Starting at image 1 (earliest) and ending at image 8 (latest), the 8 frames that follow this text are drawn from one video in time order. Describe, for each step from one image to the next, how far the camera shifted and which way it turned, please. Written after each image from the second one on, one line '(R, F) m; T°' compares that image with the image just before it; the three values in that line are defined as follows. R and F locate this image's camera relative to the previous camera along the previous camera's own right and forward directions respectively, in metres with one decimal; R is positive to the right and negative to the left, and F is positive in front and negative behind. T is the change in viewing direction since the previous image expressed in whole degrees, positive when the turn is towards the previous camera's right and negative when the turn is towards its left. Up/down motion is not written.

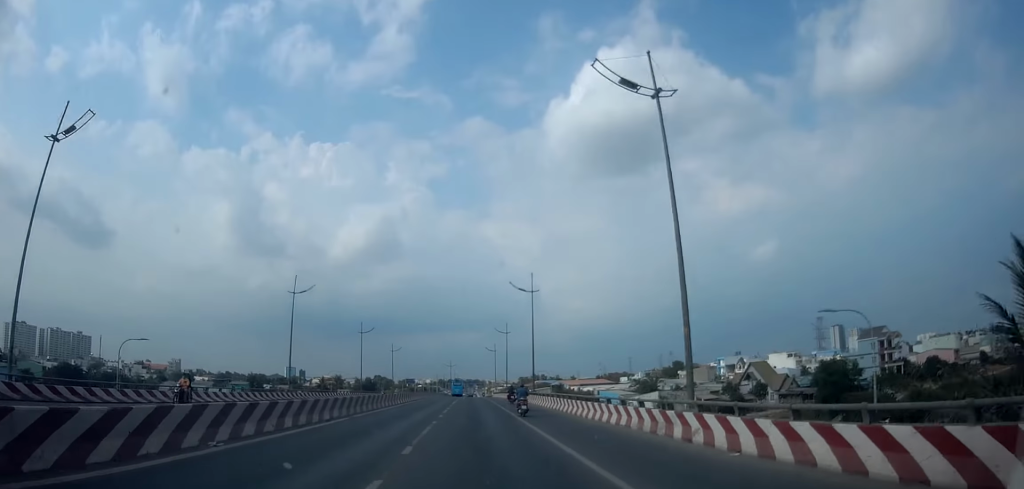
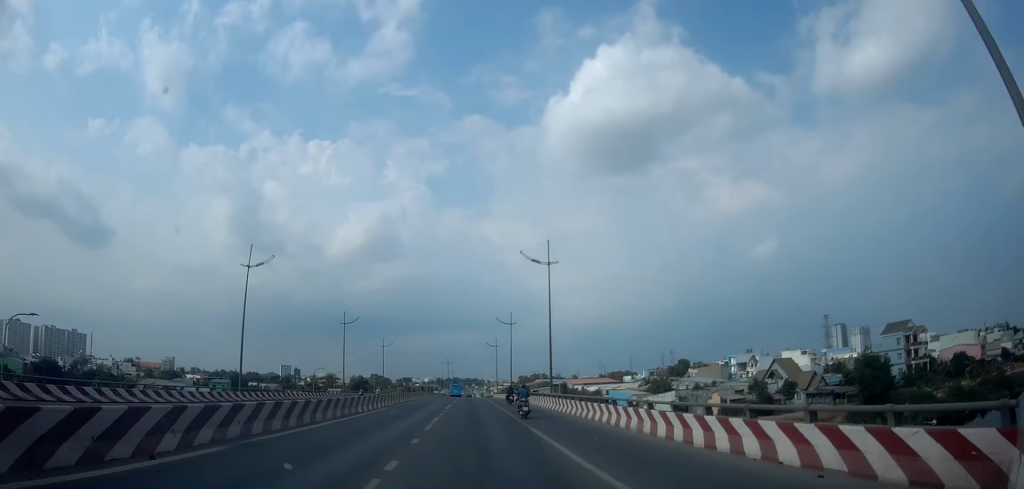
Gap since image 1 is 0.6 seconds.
(0.0, +10.9) m; 0°
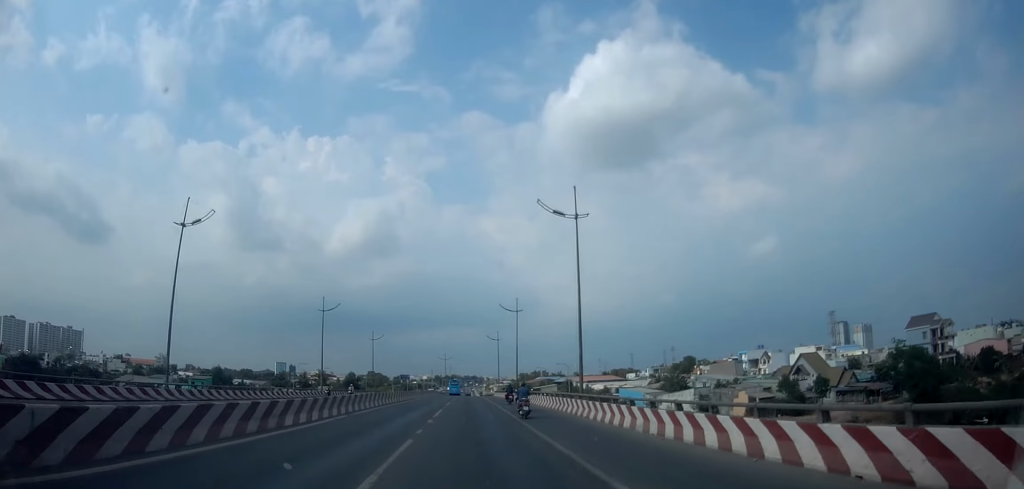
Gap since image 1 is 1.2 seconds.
(0.0, +9.7) m; +1°
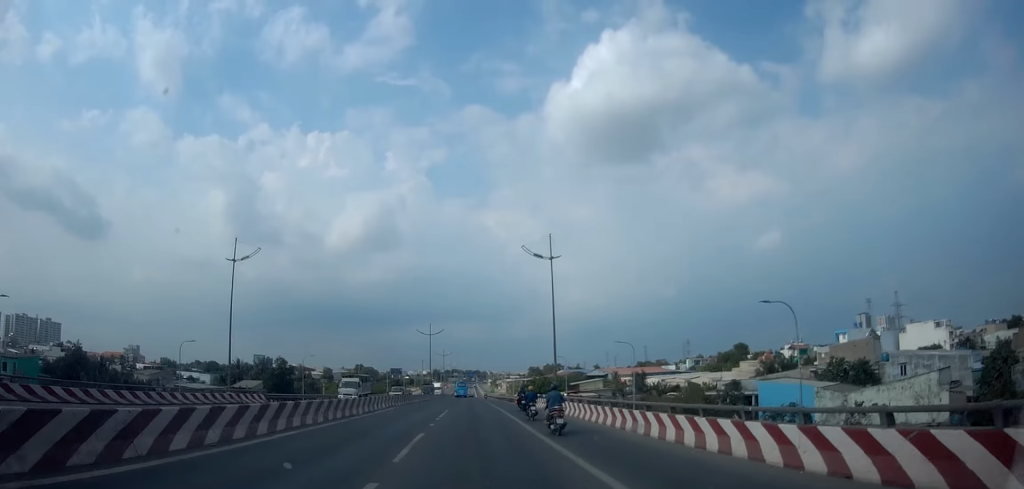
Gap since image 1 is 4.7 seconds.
(+0.3, +58.6) m; -1°
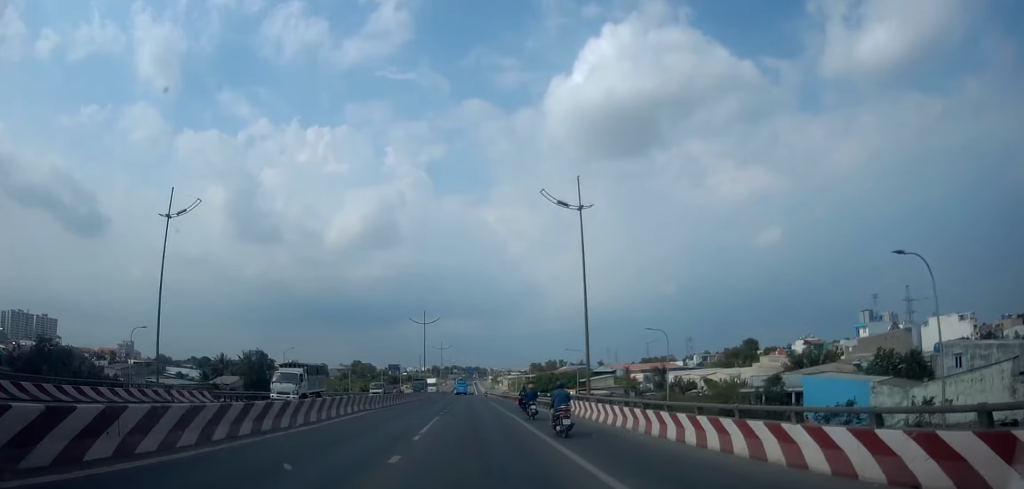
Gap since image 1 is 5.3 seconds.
(0.0, +9.3) m; 0°
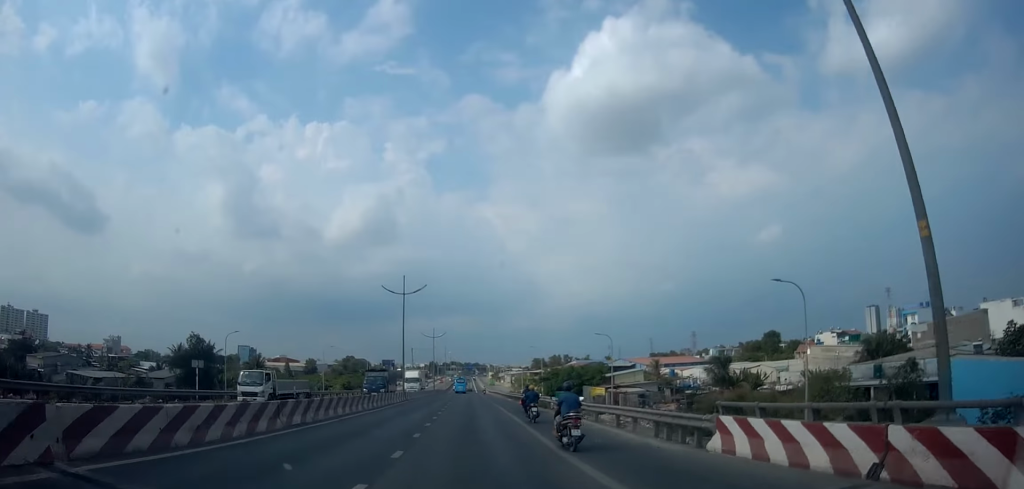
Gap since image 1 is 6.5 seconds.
(0.0, +20.4) m; 0°
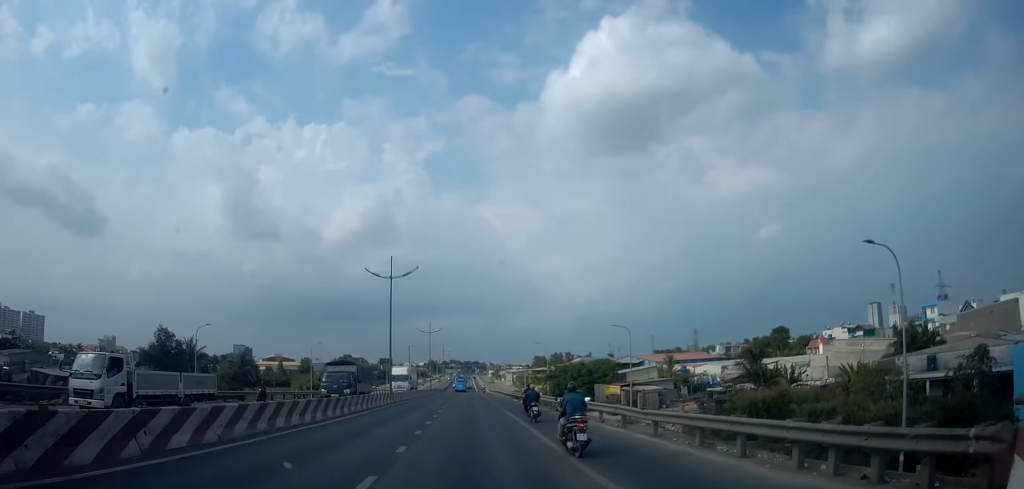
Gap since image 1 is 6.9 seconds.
(0.0, +6.9) m; 0°
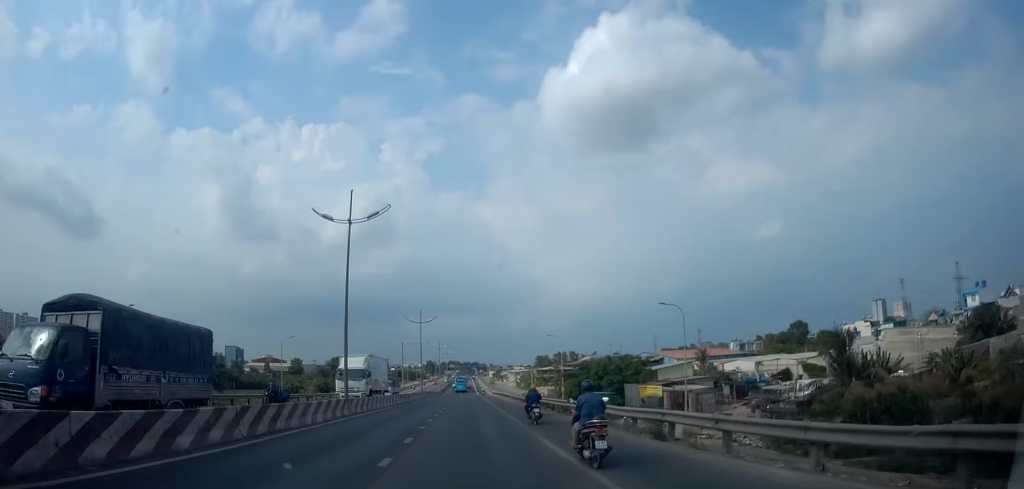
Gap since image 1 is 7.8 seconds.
(-0.1, +14.0) m; +2°
